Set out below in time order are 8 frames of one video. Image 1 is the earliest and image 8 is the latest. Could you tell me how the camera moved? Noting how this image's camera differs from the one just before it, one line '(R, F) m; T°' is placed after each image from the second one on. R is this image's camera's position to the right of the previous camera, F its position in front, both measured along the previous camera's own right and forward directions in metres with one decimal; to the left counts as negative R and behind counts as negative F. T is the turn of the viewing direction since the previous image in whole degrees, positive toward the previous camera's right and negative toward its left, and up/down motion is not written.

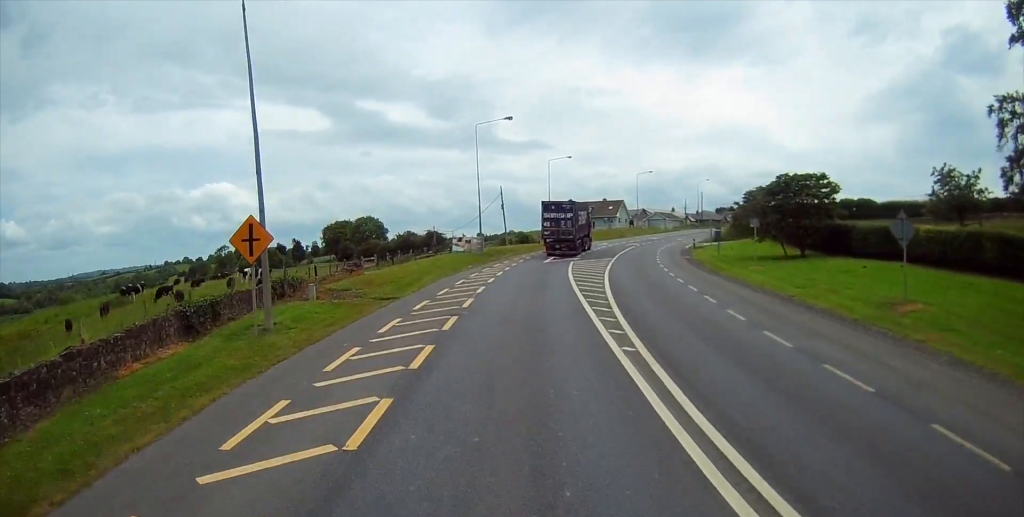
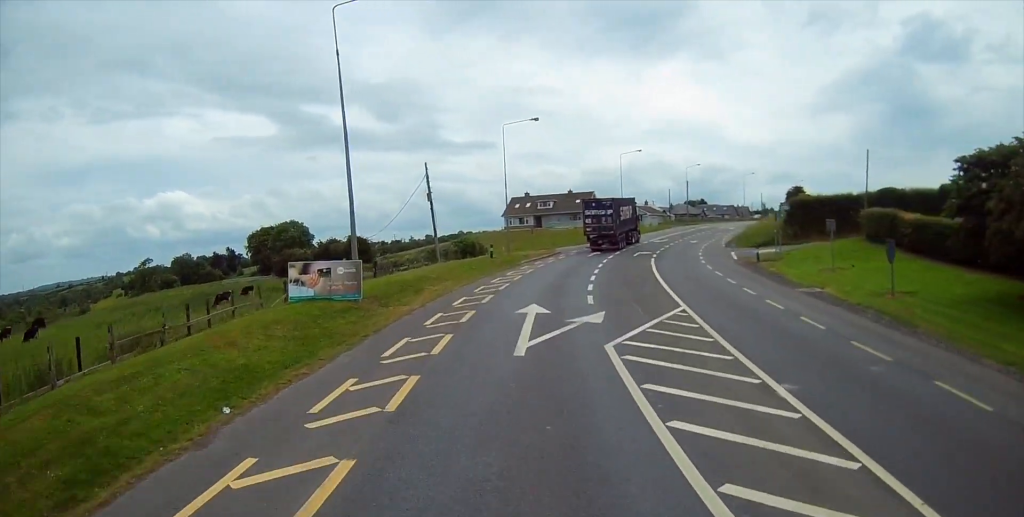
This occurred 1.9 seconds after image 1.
(+0.4, +30.4) m; +4°
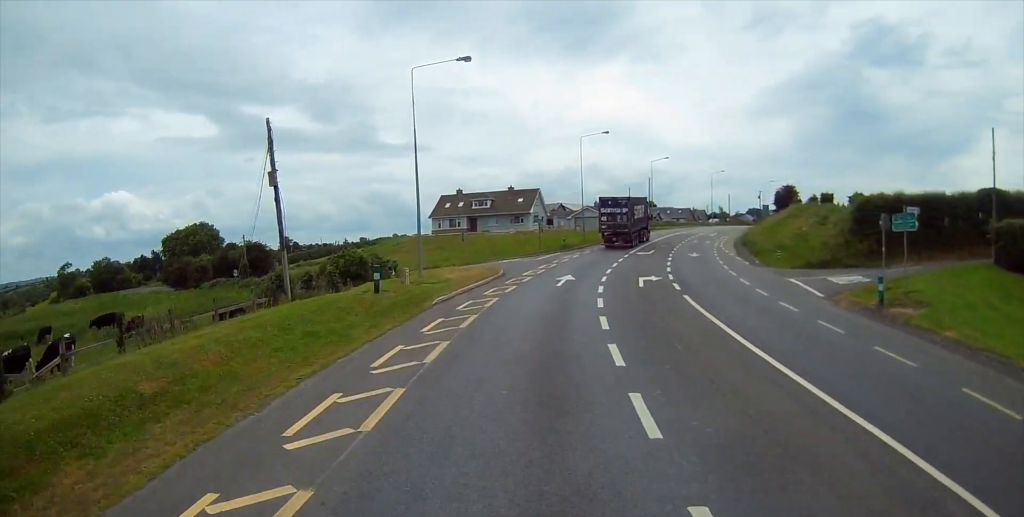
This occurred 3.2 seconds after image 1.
(+1.1, +20.8) m; +4°
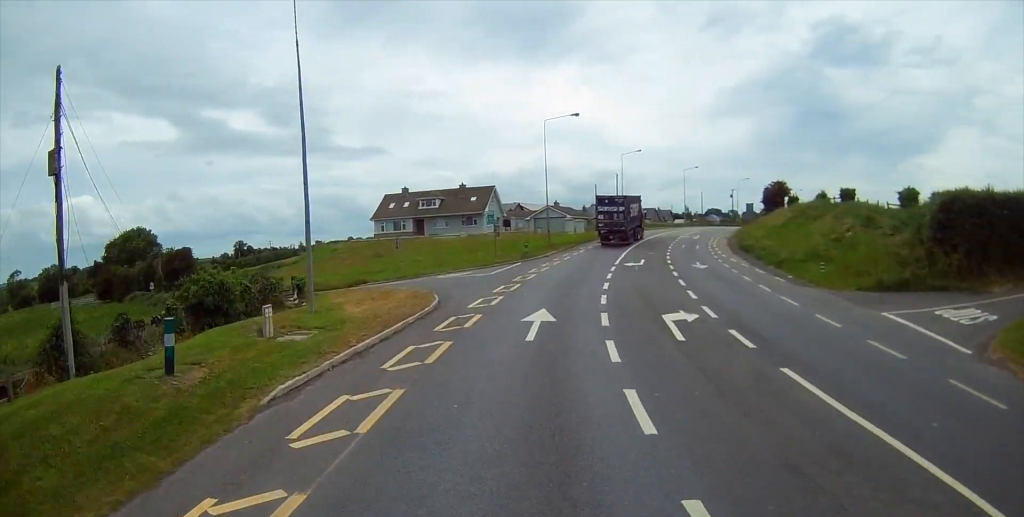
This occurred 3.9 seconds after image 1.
(0.0, +11.9) m; +3°
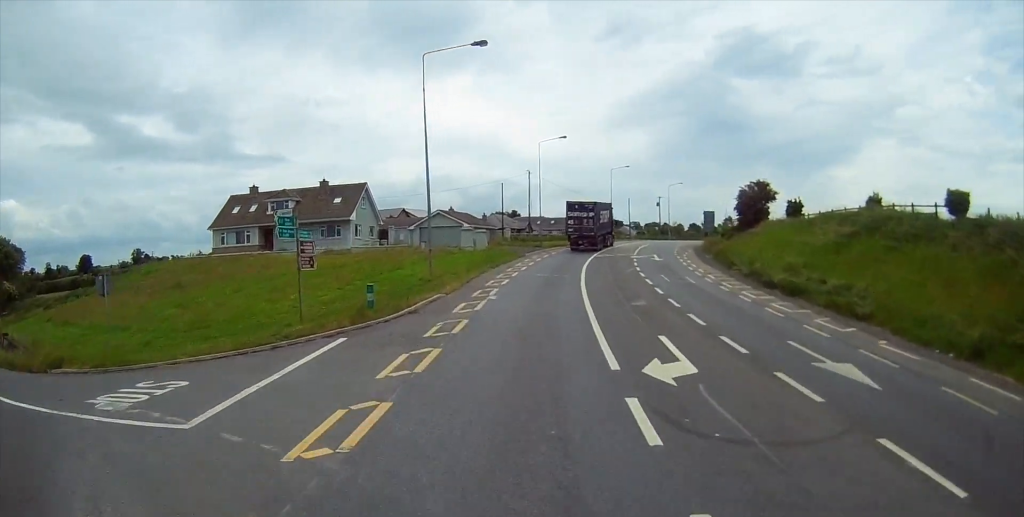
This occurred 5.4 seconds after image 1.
(+2.0, +24.5) m; +9°
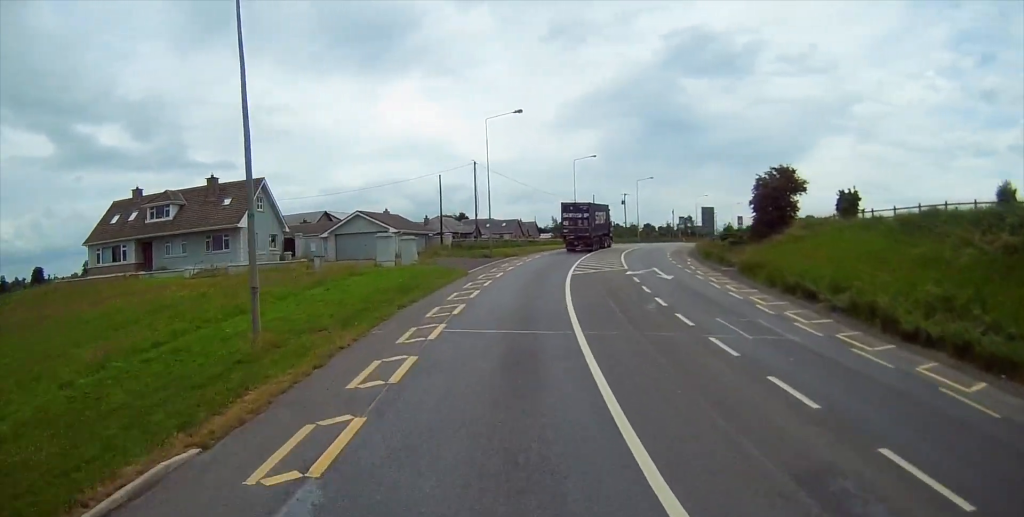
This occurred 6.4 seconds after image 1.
(+0.7, +16.4) m; +4°
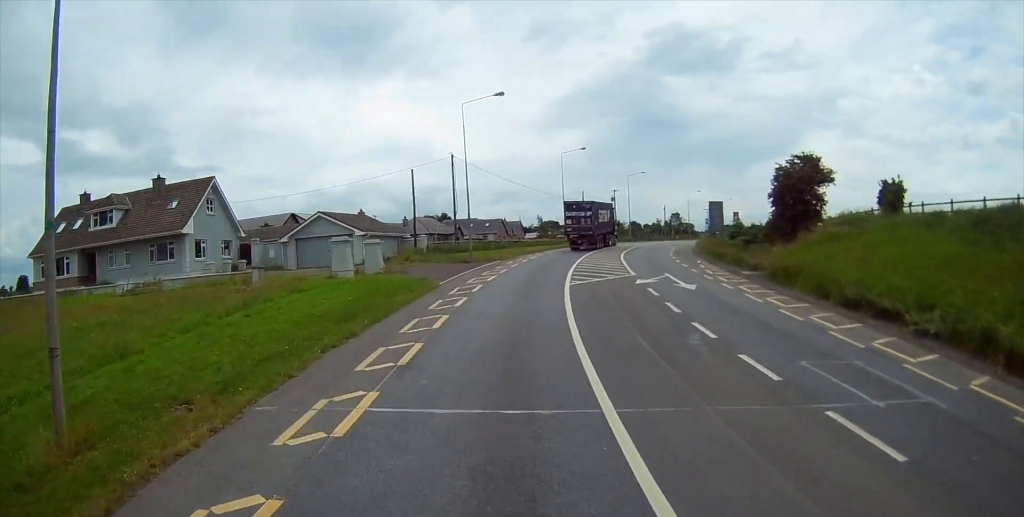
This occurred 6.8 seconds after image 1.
(0.0, +6.6) m; +2°
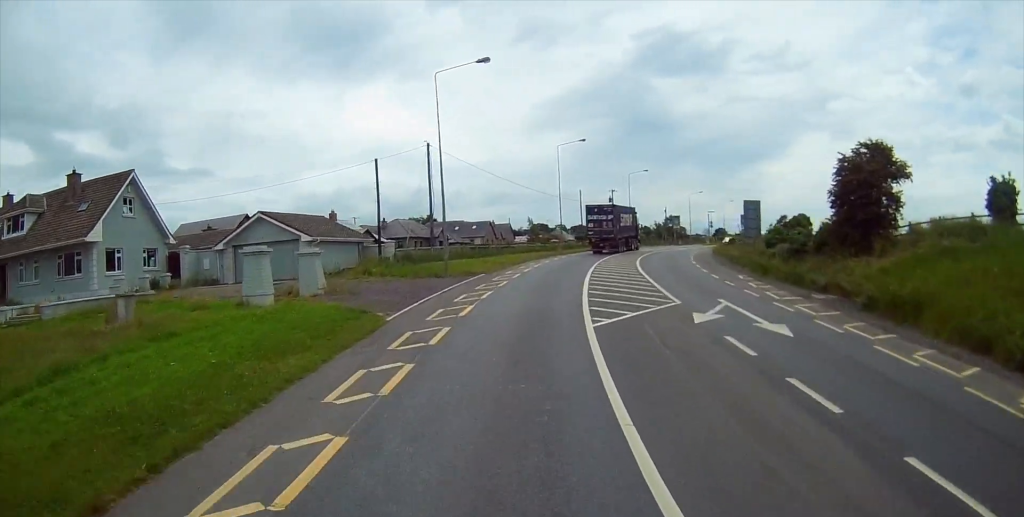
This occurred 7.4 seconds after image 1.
(+0.2, +10.0) m; +2°
